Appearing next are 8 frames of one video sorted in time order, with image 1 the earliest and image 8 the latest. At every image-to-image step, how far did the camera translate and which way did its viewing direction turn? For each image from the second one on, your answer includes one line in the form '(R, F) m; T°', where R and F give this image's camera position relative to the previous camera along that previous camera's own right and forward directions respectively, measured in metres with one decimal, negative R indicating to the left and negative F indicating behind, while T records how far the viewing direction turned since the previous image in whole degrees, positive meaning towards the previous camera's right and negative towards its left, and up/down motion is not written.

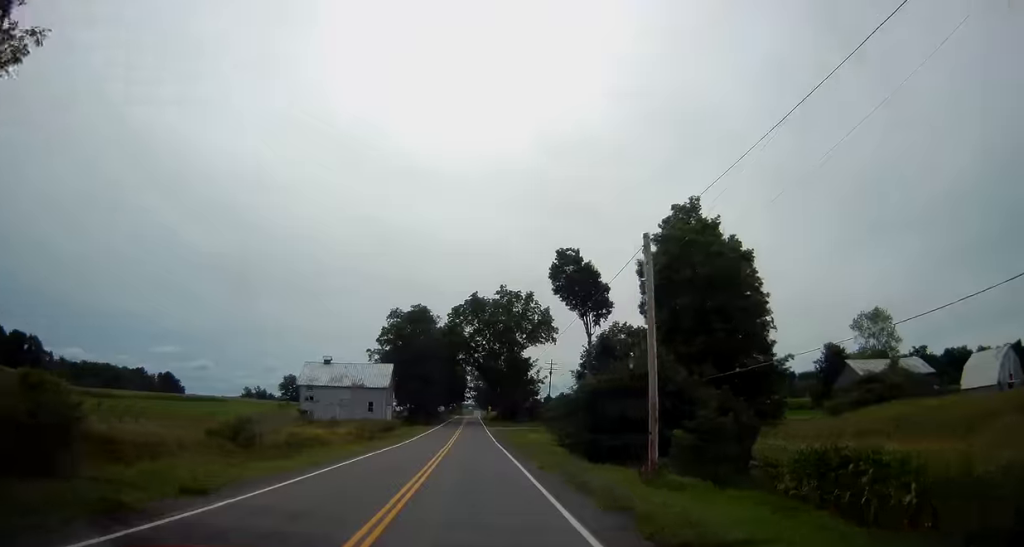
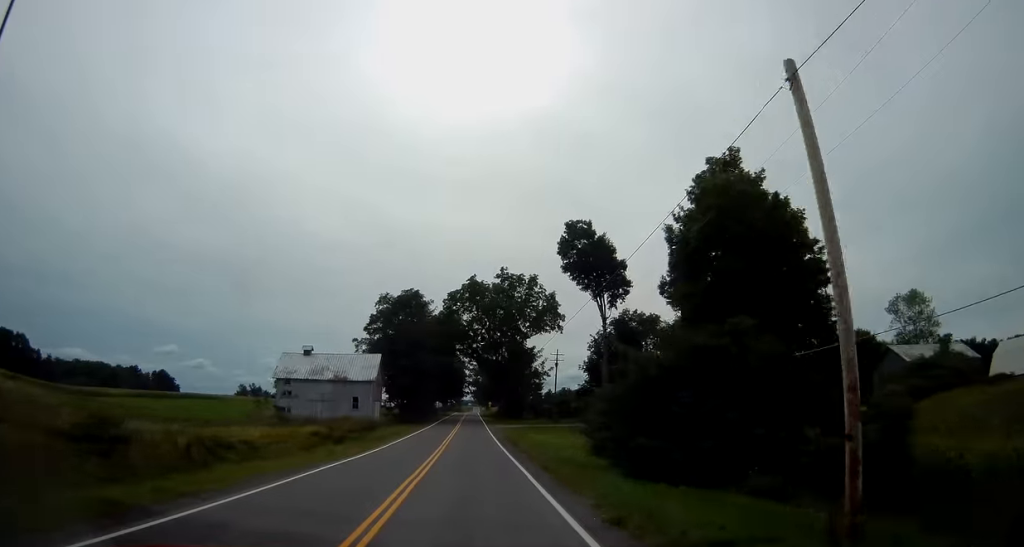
(-0.1, +9.8) m; 0°
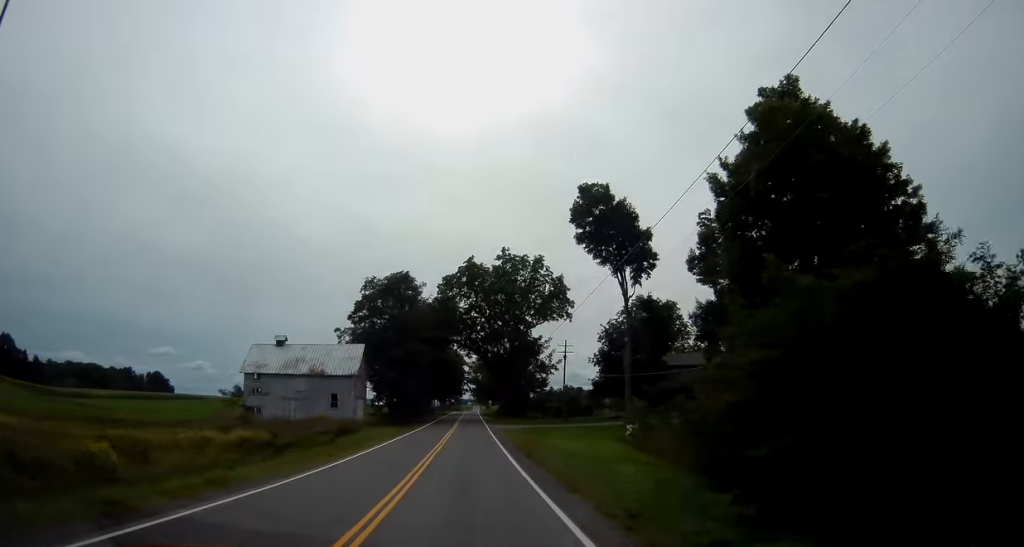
(+0.2, +10.6) m; 0°
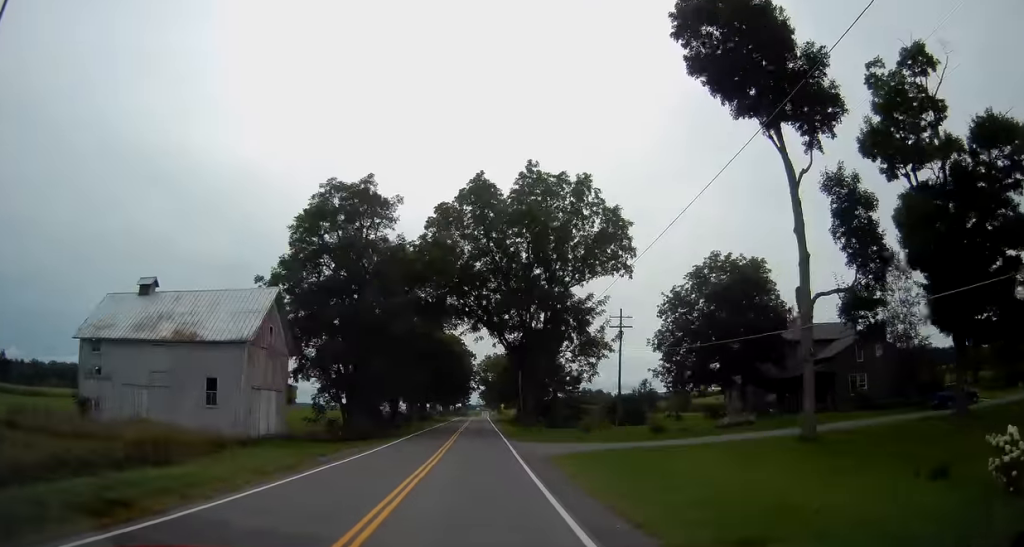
(-0.3, +30.8) m; -1°
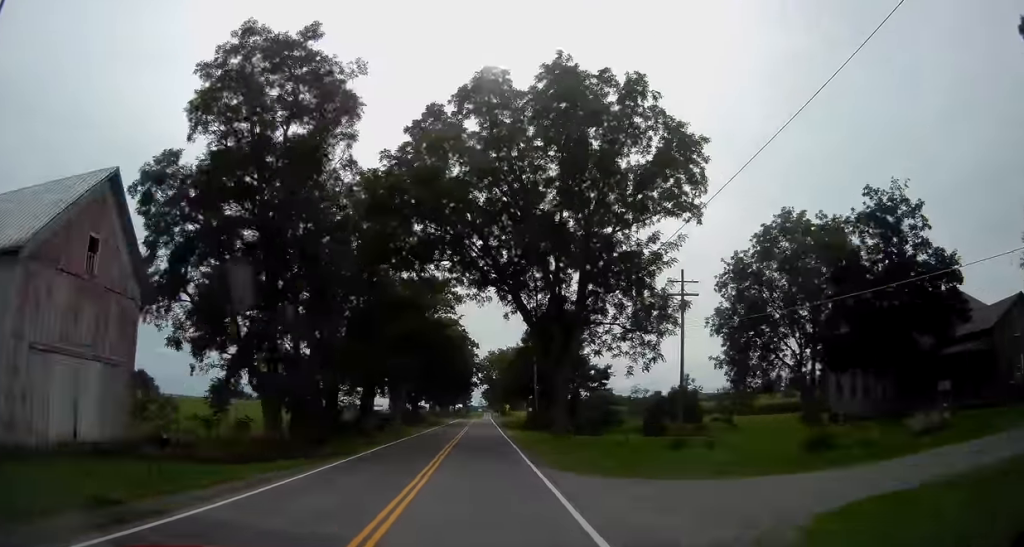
(+0.1, +18.2) m; 0°
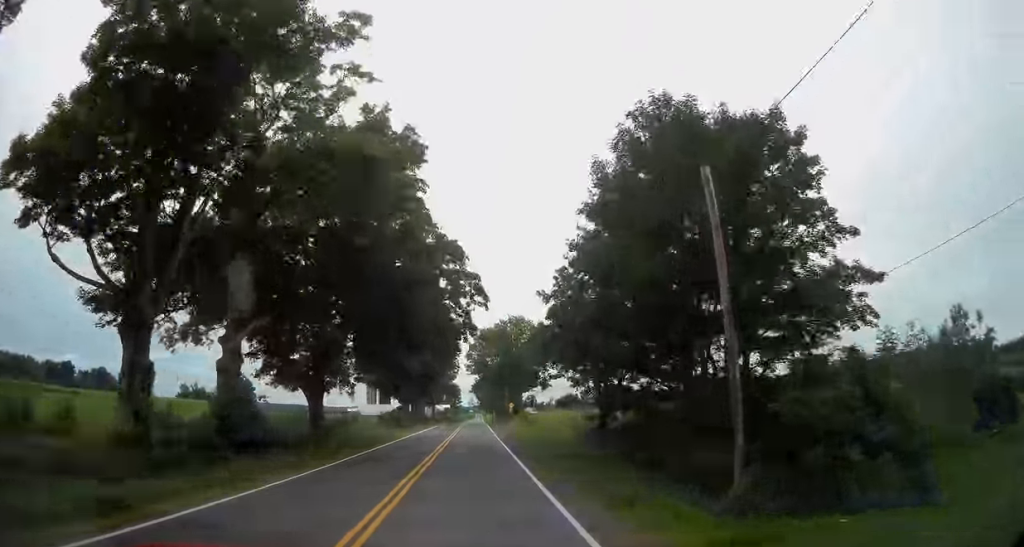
(+0.3, +50.3) m; 0°
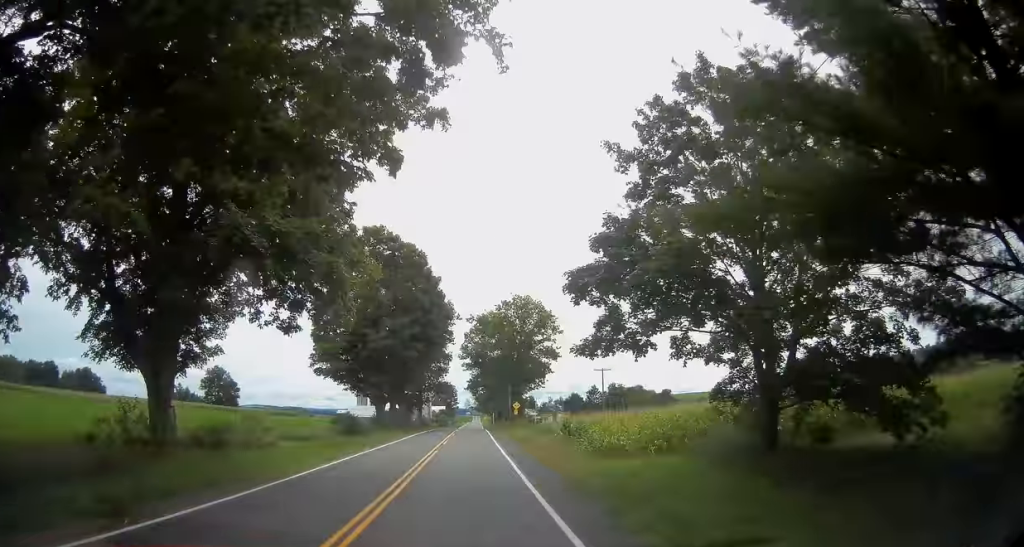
(0.0, +19.3) m; 0°
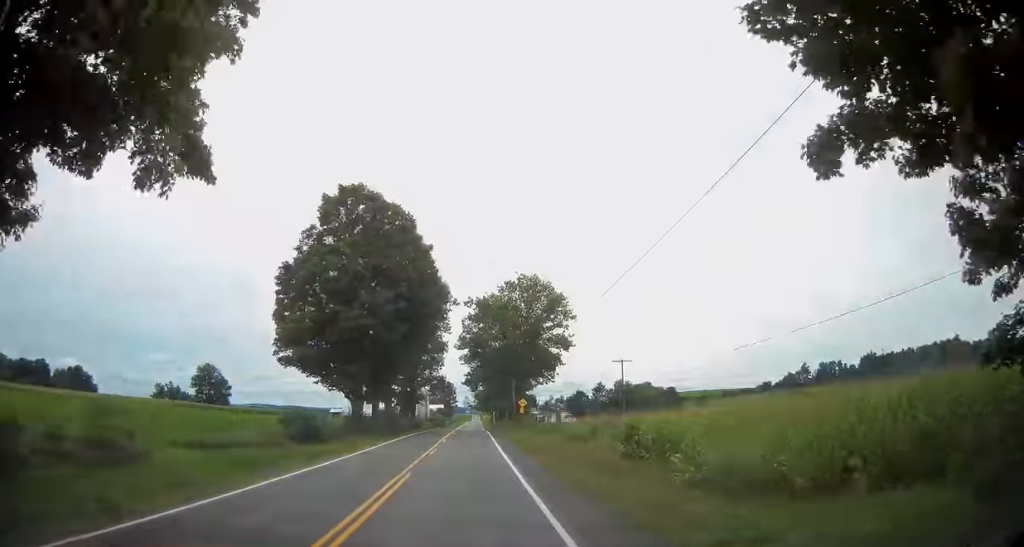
(-0.1, +11.5) m; 0°
